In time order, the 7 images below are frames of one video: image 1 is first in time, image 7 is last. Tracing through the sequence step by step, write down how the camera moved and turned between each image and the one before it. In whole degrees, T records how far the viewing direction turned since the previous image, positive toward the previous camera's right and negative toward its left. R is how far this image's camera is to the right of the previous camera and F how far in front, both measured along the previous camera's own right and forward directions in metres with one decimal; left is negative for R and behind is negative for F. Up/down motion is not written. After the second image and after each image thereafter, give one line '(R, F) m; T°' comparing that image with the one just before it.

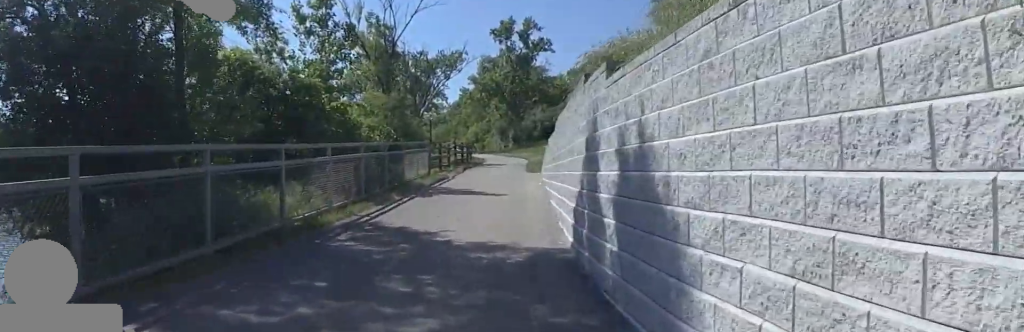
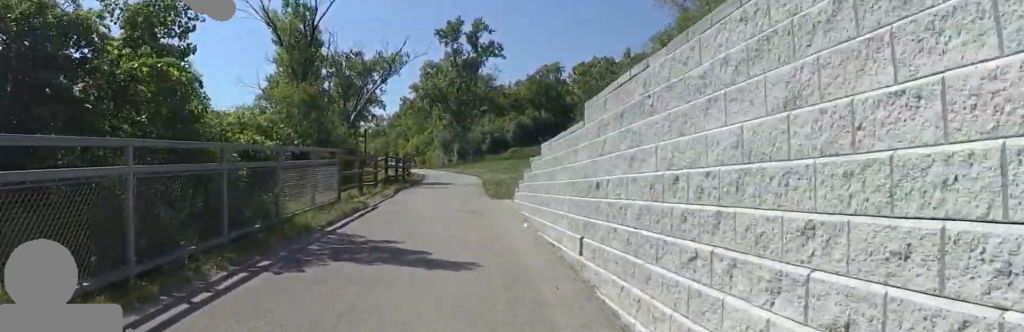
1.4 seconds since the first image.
(-0.8, +8.3) m; +1°
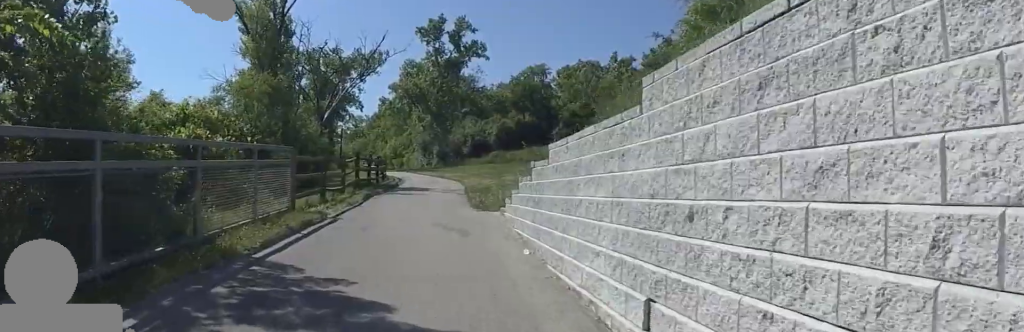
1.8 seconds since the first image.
(0.0, +2.7) m; +2°
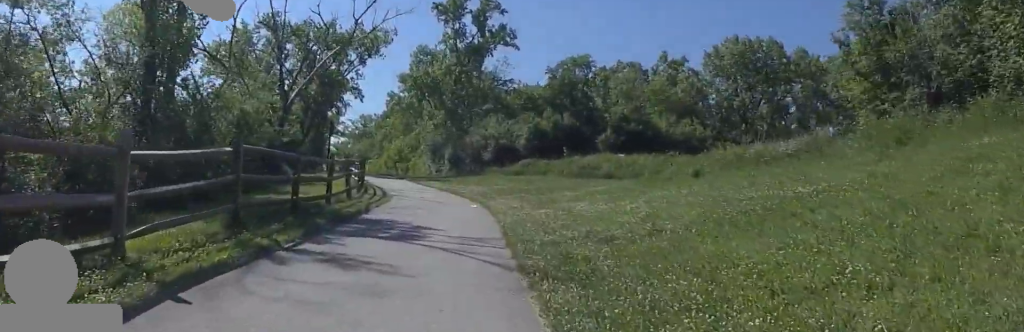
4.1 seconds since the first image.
(-0.6, +14.3) m; -5°
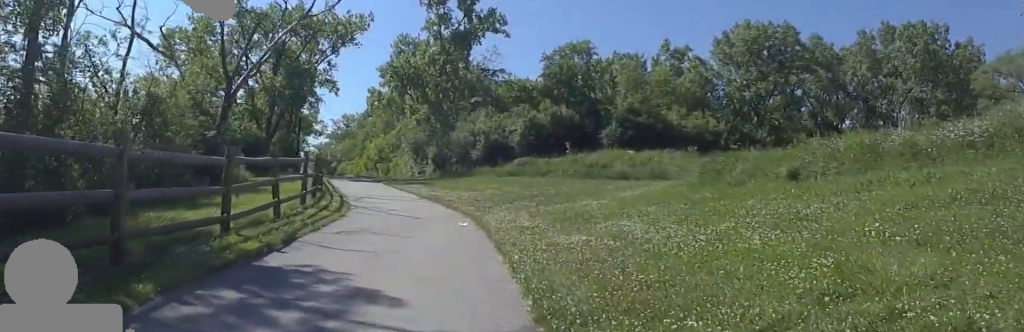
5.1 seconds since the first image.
(+0.5, +6.4) m; +5°
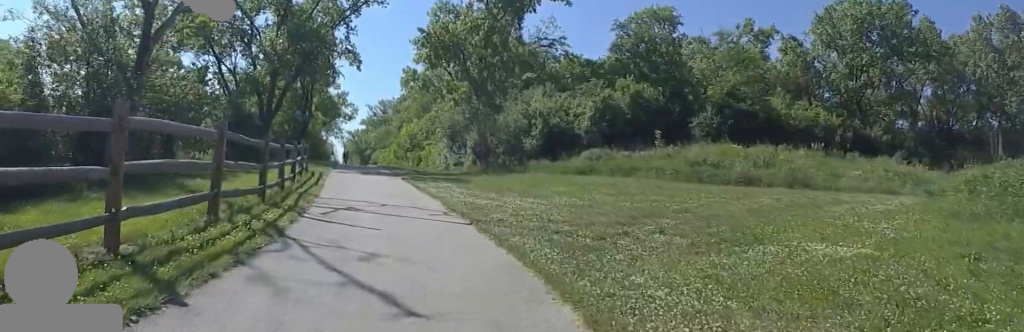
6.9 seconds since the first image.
(-0.8, +10.8) m; -10°
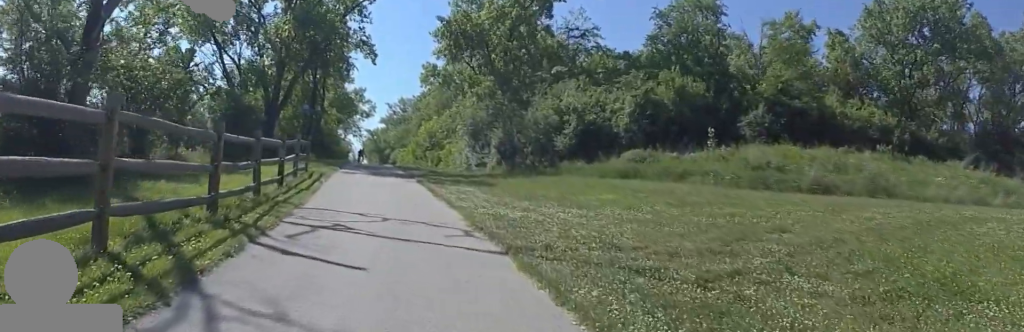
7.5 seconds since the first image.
(0.0, +3.7) m; -1°
